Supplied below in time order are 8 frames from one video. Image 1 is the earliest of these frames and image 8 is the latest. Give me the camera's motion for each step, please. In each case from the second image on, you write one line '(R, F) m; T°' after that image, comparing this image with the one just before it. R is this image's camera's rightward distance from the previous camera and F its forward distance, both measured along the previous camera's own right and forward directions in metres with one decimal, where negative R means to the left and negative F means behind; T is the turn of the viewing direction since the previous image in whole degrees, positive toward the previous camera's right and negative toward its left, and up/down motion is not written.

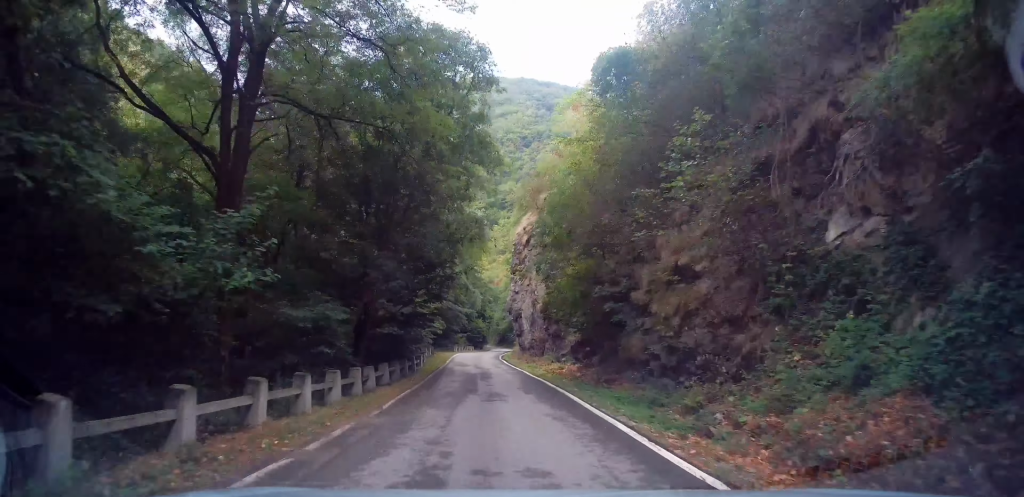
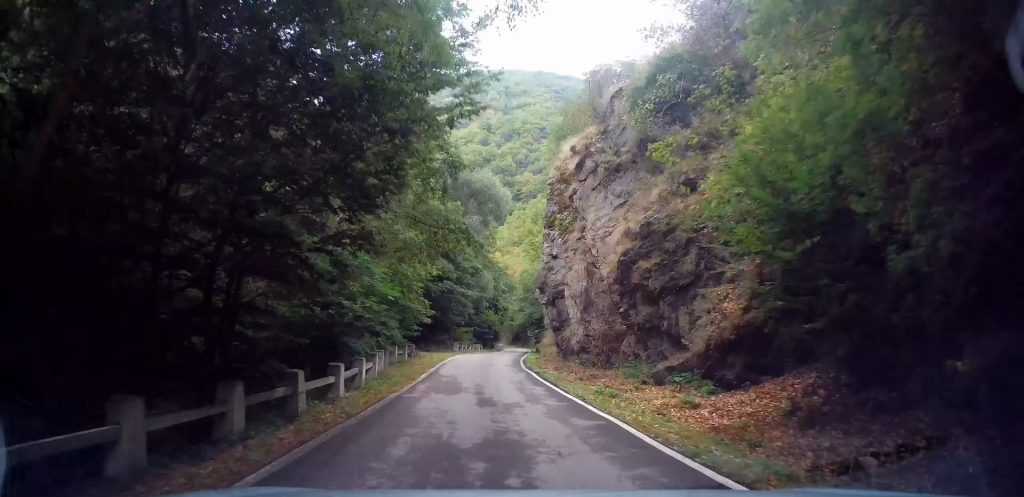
(-0.1, +16.0) m; 0°
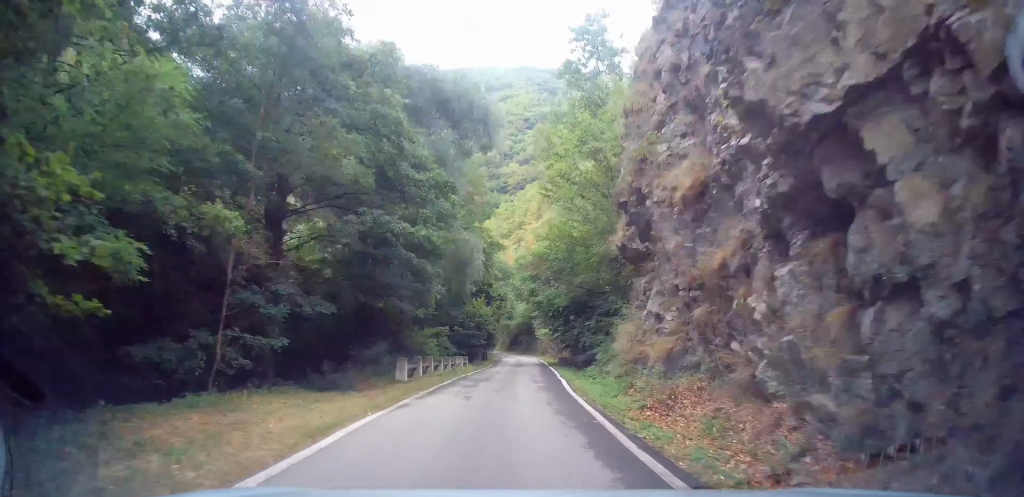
(+0.5, +23.4) m; +2°
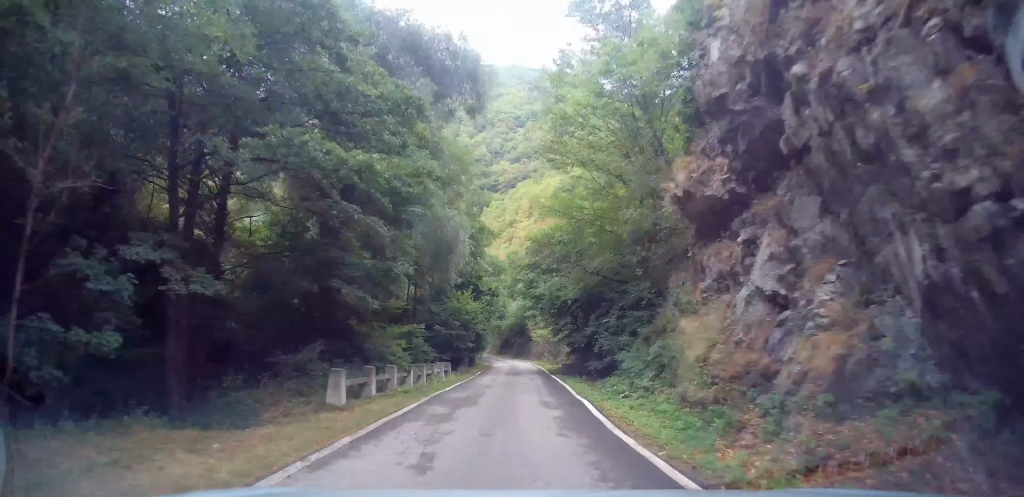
(+0.1, +6.2) m; 0°
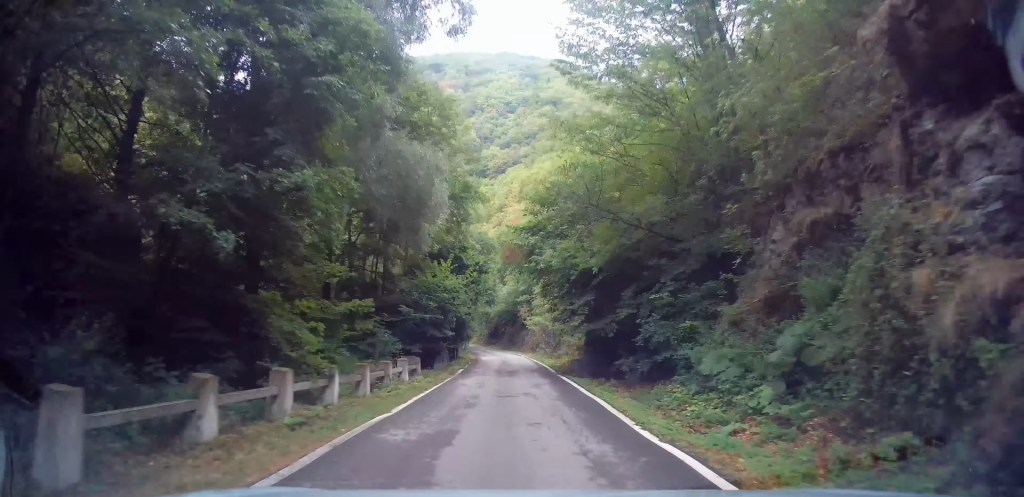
(-0.2, +7.2) m; 0°
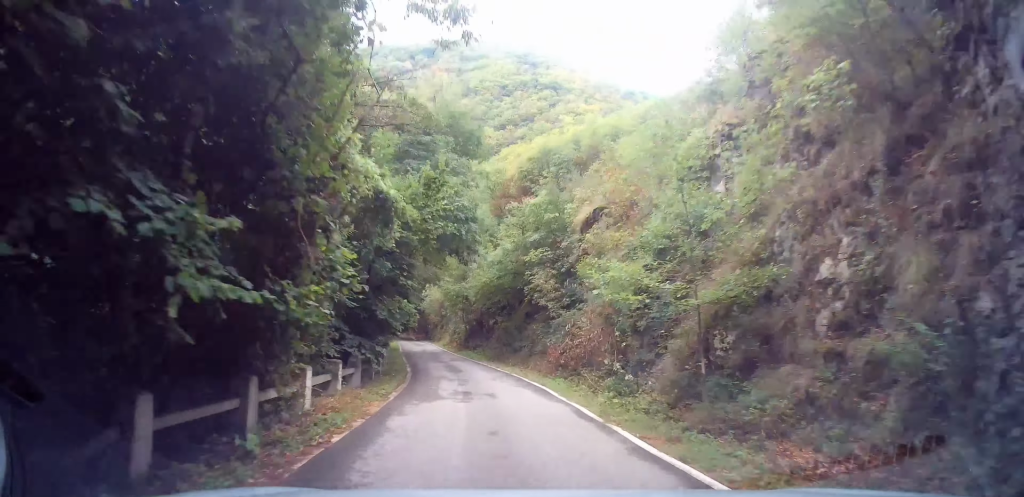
(+0.4, +26.4) m; +1°
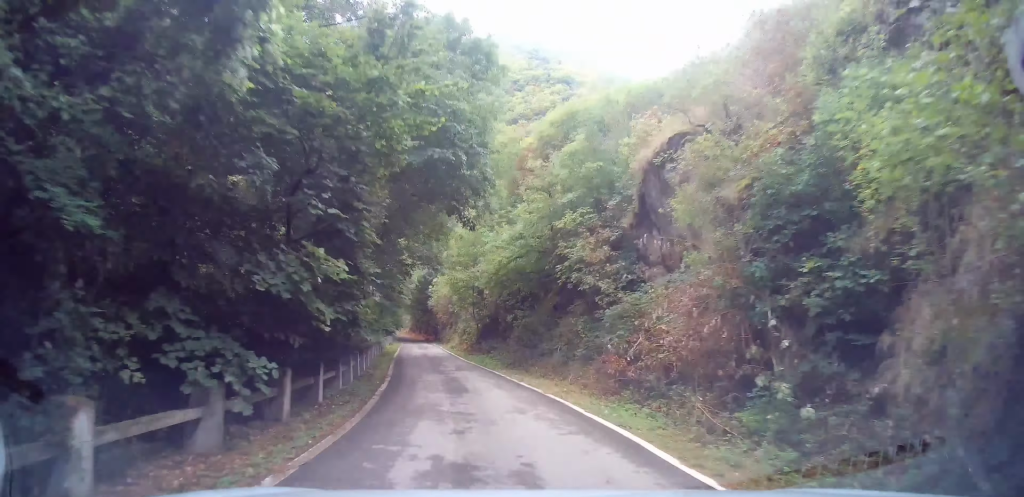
(+0.1, +7.2) m; -1°
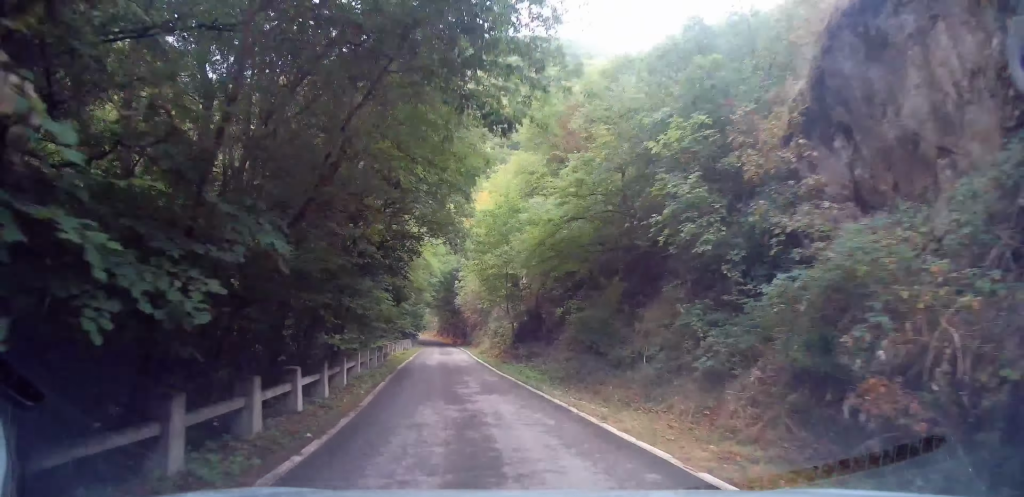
(-0.1, +7.5) m; -2°
